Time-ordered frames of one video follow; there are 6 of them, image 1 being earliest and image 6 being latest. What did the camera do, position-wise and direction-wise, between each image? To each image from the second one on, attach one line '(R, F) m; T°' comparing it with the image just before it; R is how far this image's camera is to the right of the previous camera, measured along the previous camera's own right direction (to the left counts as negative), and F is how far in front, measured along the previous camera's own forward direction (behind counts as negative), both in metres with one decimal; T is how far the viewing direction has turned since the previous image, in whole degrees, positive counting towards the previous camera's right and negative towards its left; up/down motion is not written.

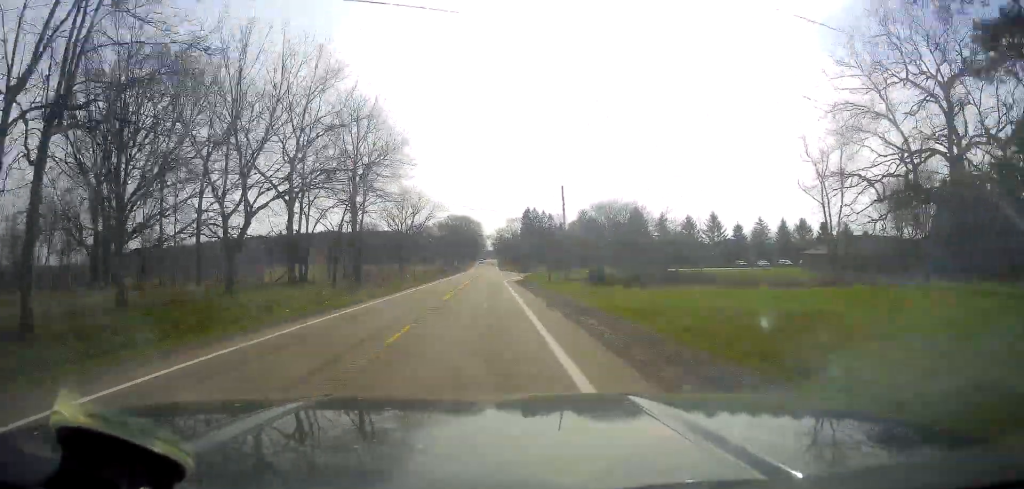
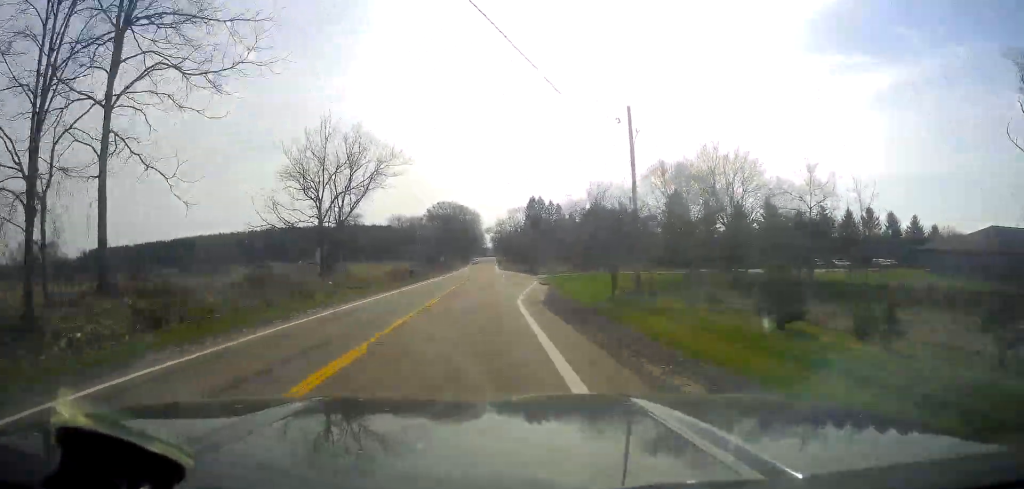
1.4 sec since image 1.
(+0.1, +35.5) m; +1°
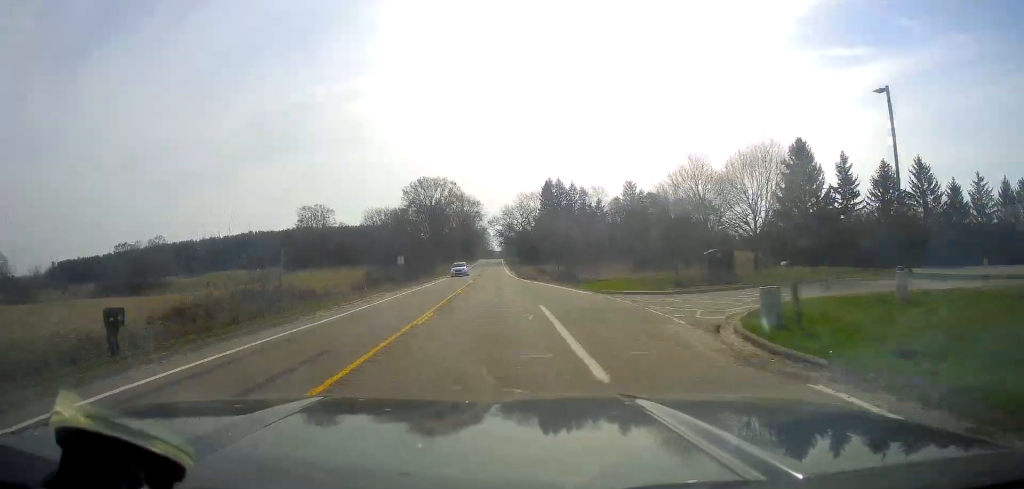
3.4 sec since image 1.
(-0.1, +52.8) m; -1°
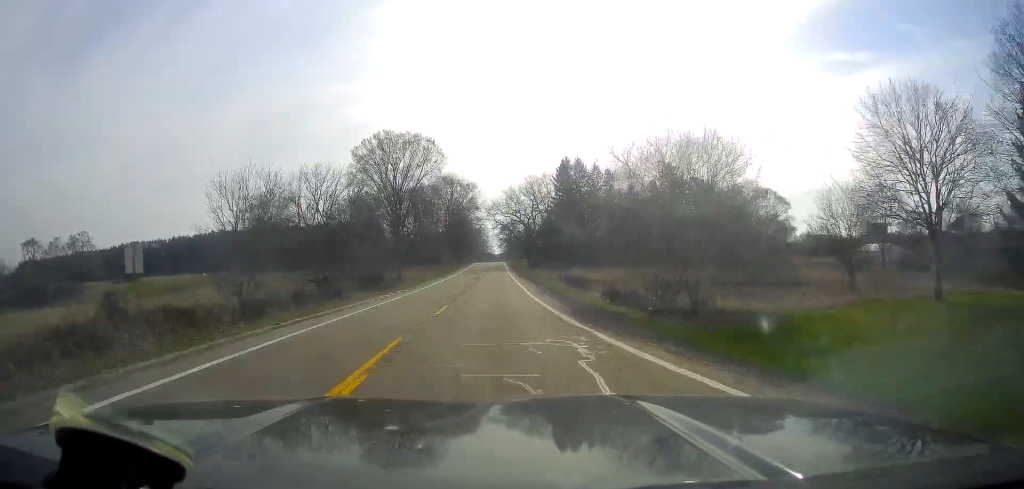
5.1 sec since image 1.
(0.0, +42.2) m; 0°
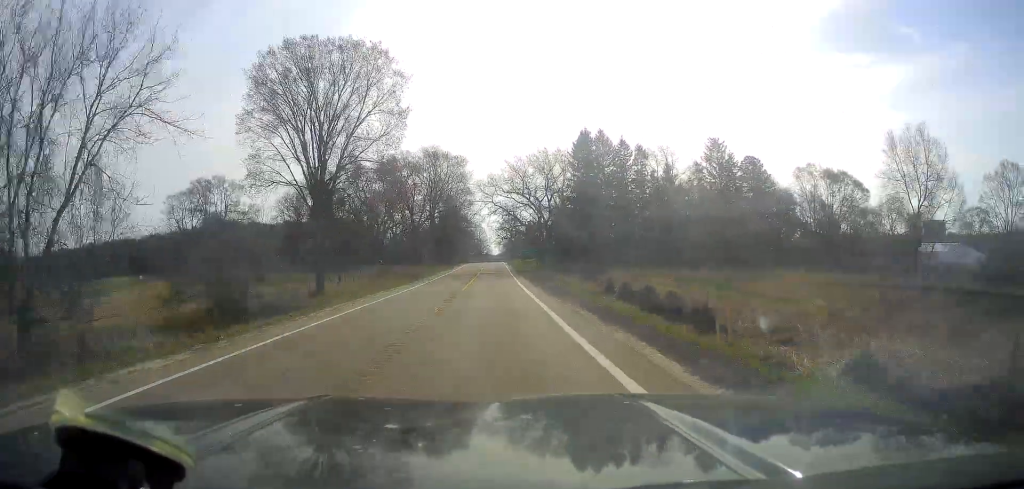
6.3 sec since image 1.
(0.0, +32.5) m; 0°
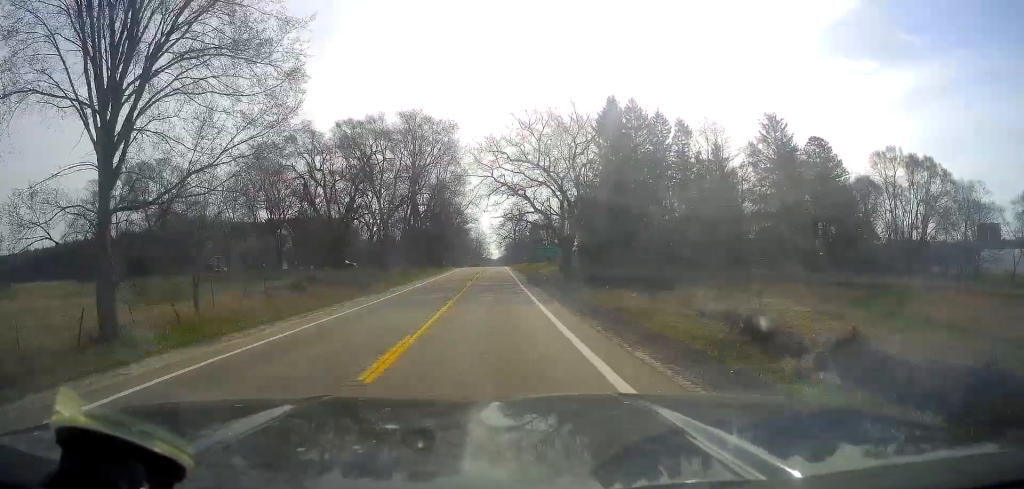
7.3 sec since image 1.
(0.0, +24.6) m; +1°
